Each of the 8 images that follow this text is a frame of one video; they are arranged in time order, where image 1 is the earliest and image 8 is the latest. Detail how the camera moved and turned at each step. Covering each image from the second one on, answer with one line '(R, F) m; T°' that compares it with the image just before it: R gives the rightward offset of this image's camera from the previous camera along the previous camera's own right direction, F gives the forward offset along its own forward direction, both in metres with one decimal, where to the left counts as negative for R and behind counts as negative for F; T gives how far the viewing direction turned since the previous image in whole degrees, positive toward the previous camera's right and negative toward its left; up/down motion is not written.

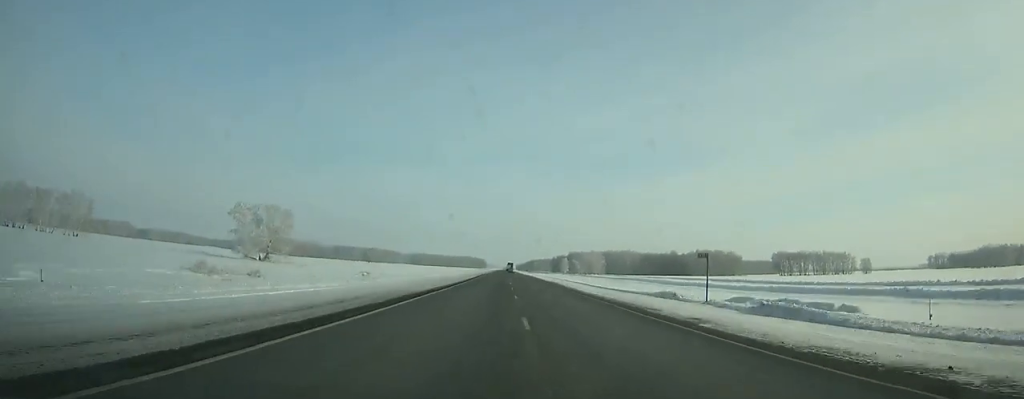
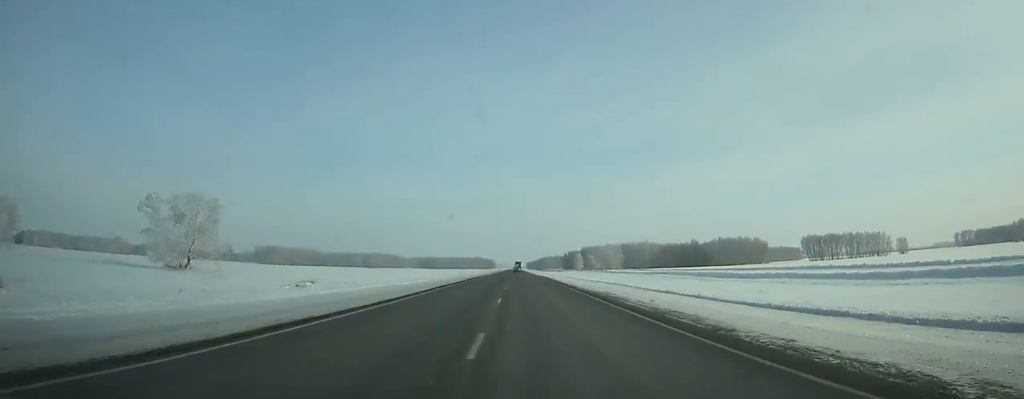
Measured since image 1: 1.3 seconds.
(+0.2, +39.3) m; 0°
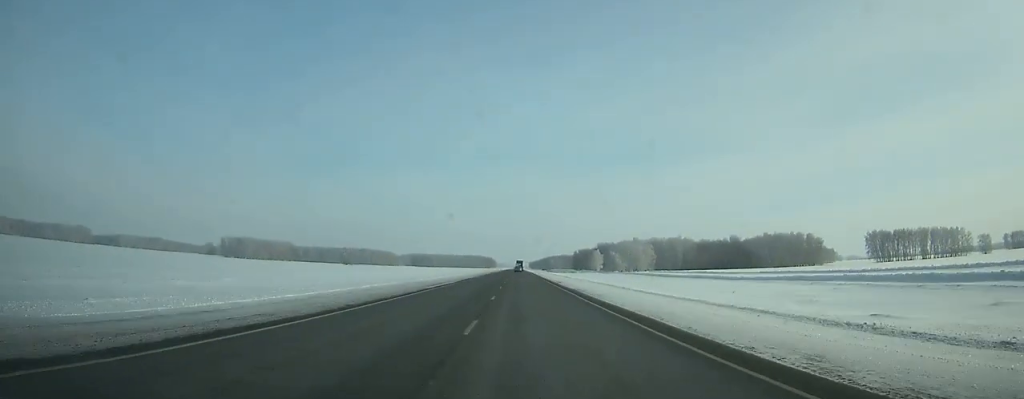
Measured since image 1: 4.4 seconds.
(-0.6, +92.2) m; 0°
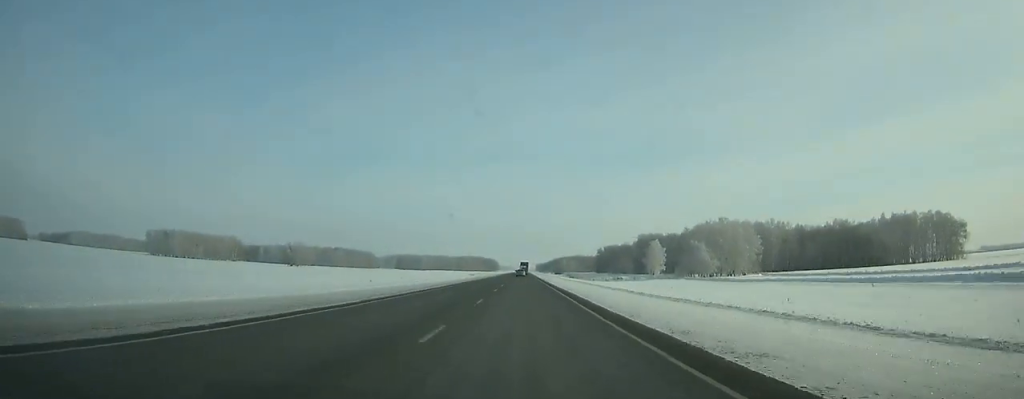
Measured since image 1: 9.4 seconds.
(+0.1, +142.5) m; 0°
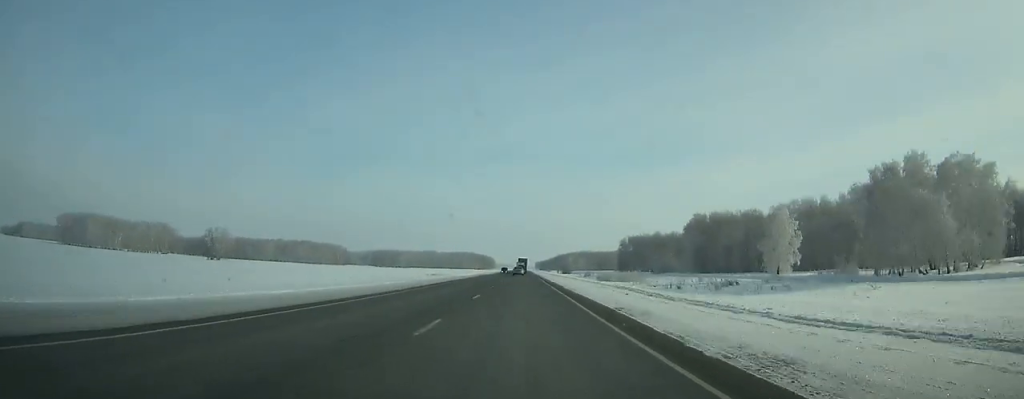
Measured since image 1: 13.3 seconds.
(-0.2, +104.9) m; -1°
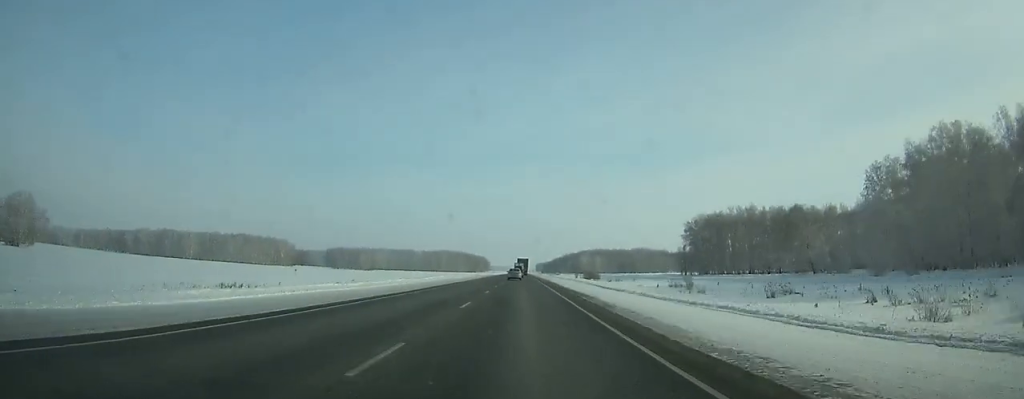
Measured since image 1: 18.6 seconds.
(-0.3, +131.9) m; 0°
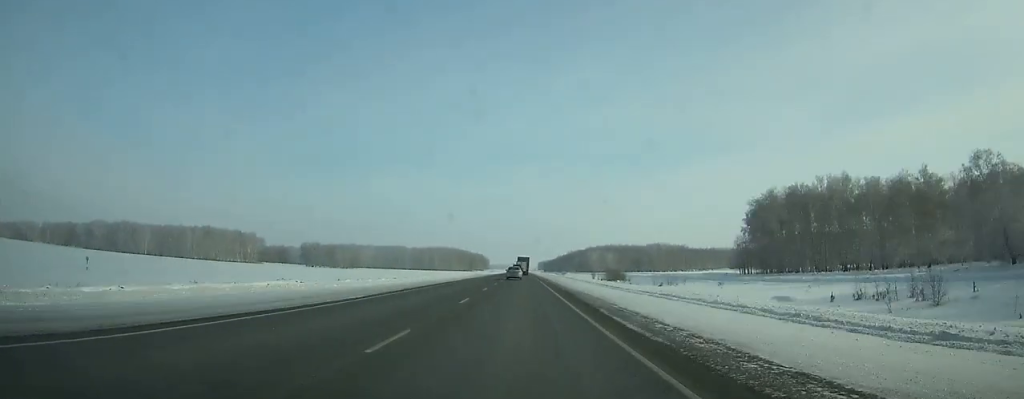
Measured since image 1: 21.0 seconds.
(-0.1, +56.4) m; 0°
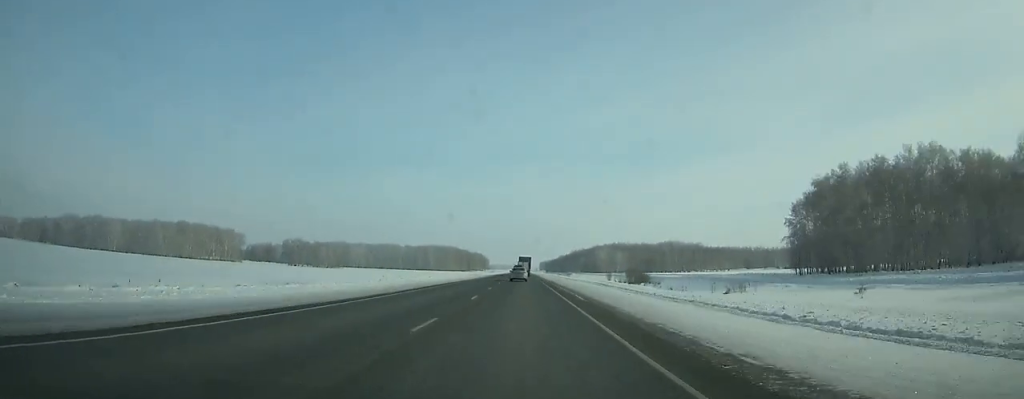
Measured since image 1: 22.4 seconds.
(-0.1, +32.4) m; 0°
